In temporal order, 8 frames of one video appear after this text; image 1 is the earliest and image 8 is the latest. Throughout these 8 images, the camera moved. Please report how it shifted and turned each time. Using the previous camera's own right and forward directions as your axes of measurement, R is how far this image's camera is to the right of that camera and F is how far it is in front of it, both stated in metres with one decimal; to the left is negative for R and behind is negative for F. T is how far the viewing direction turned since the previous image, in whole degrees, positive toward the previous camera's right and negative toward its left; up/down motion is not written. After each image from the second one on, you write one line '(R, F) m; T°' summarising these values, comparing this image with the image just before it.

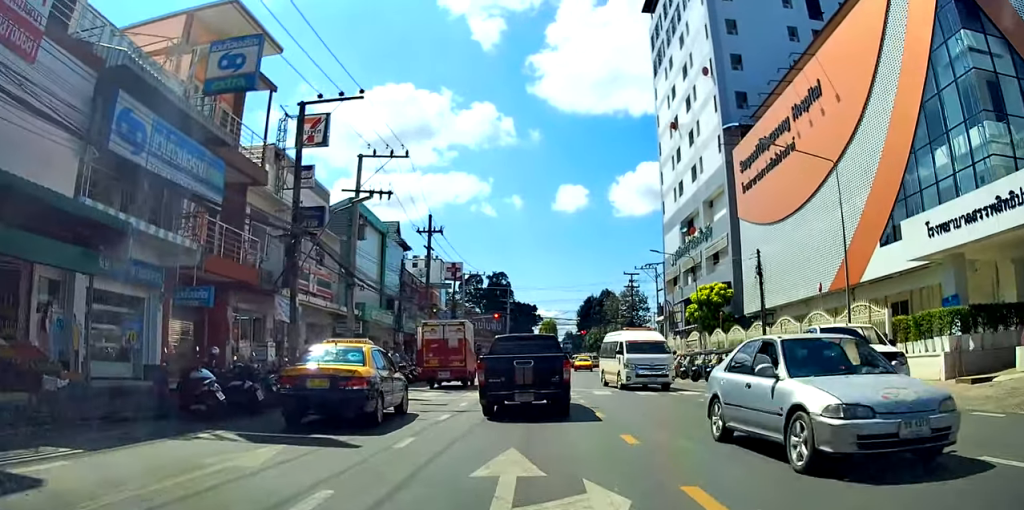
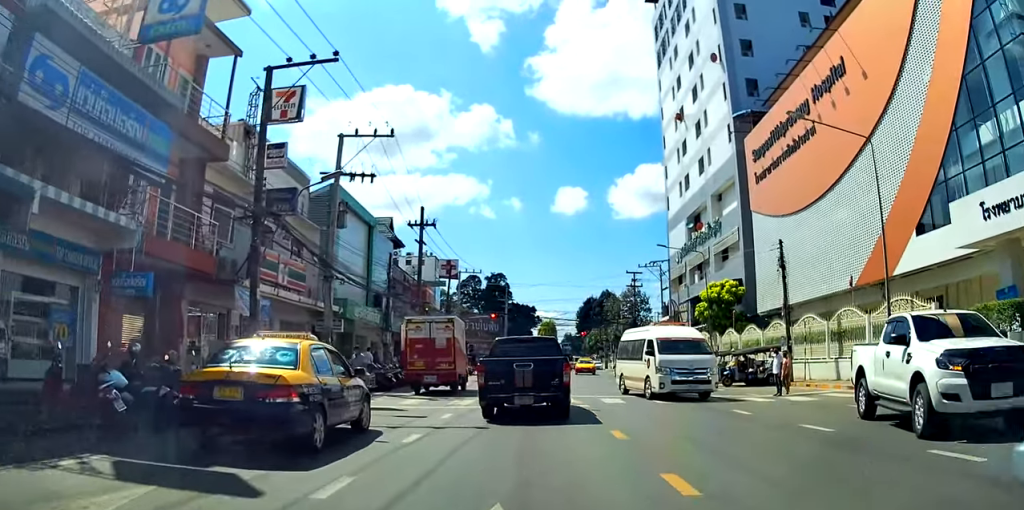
(0.0, +3.2) m; -1°
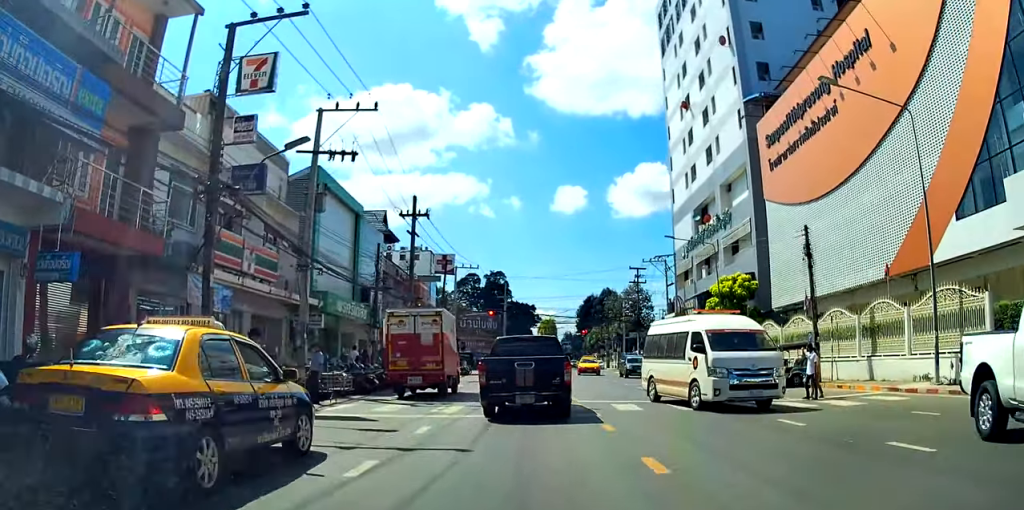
(0.0, +2.7) m; 0°
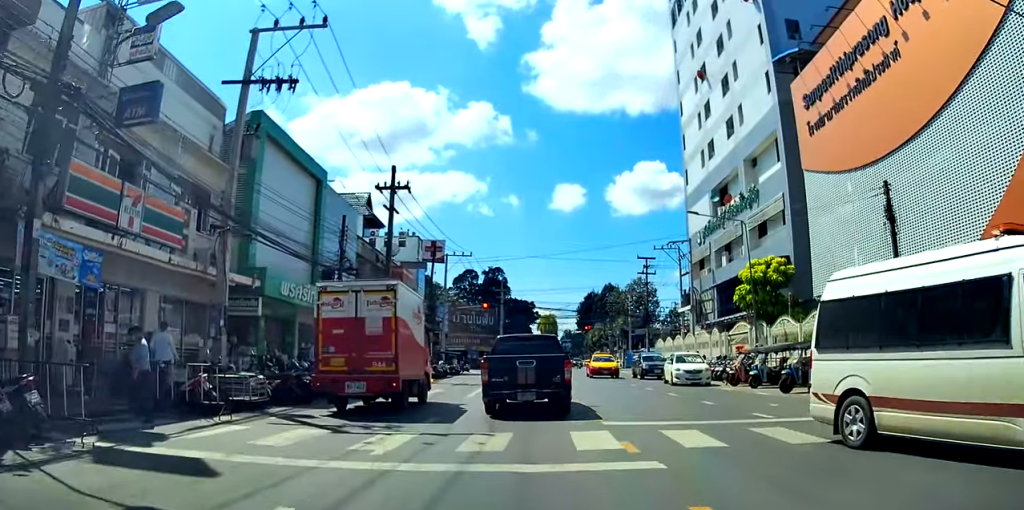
(+0.1, +6.5) m; +5°
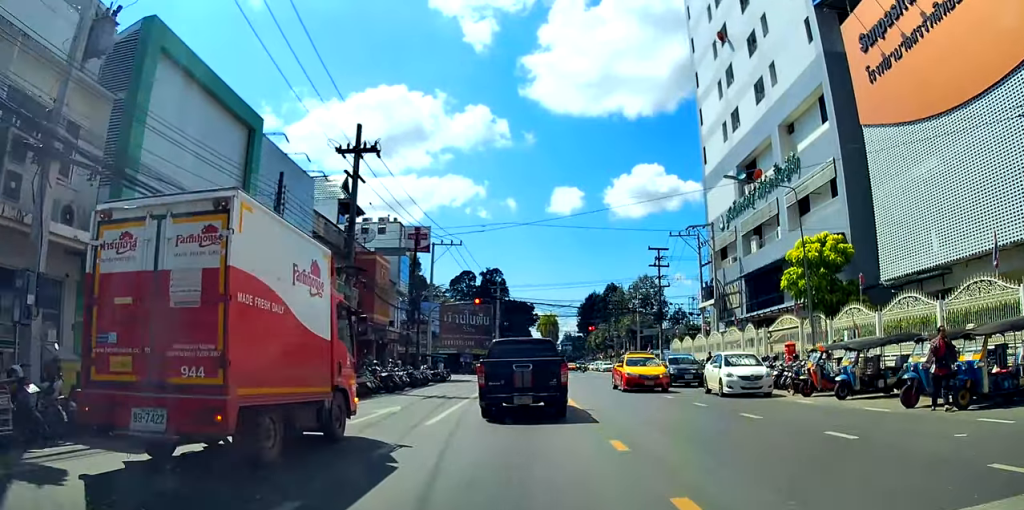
(+0.4, +7.5) m; +1°
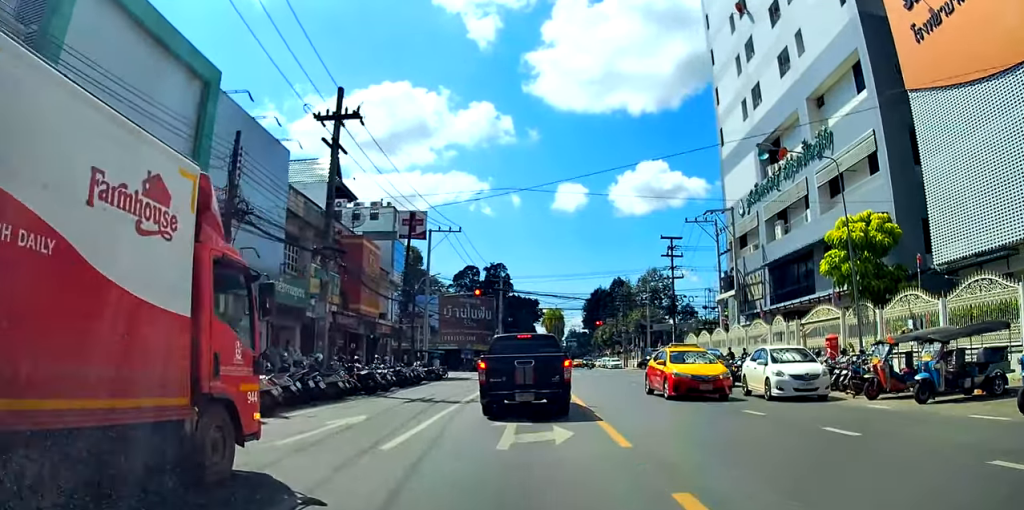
(-0.3, +3.6) m; -4°
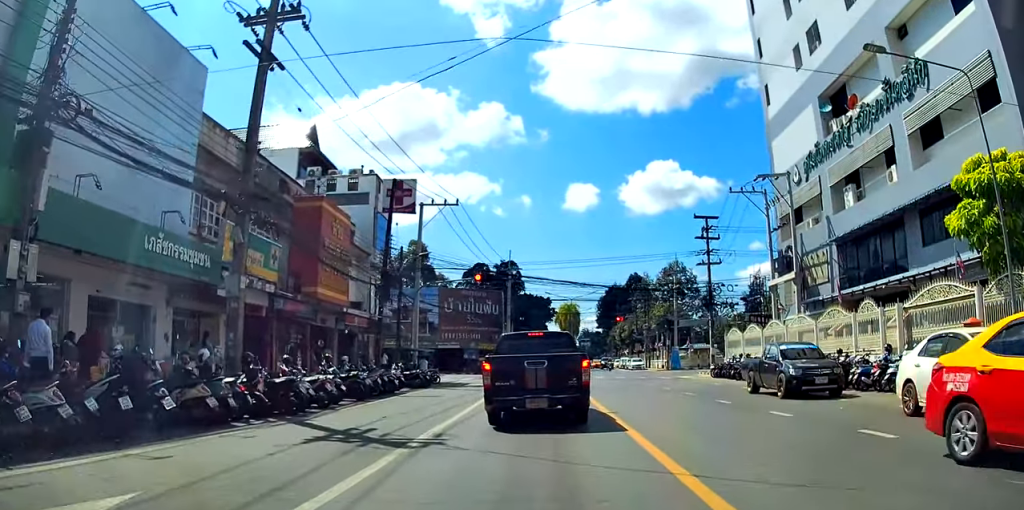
(-0.1, +7.2) m; +1°
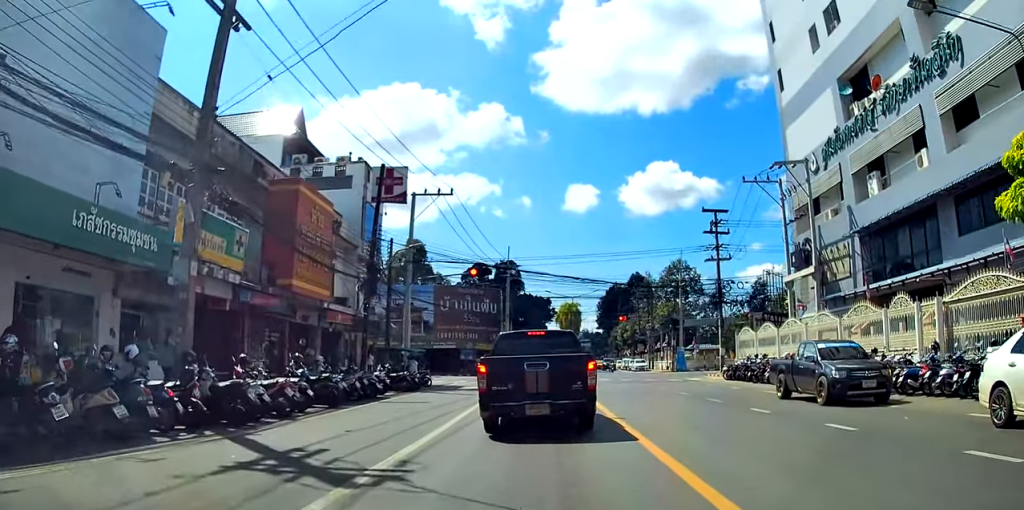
(-0.1, +2.2) m; +2°
